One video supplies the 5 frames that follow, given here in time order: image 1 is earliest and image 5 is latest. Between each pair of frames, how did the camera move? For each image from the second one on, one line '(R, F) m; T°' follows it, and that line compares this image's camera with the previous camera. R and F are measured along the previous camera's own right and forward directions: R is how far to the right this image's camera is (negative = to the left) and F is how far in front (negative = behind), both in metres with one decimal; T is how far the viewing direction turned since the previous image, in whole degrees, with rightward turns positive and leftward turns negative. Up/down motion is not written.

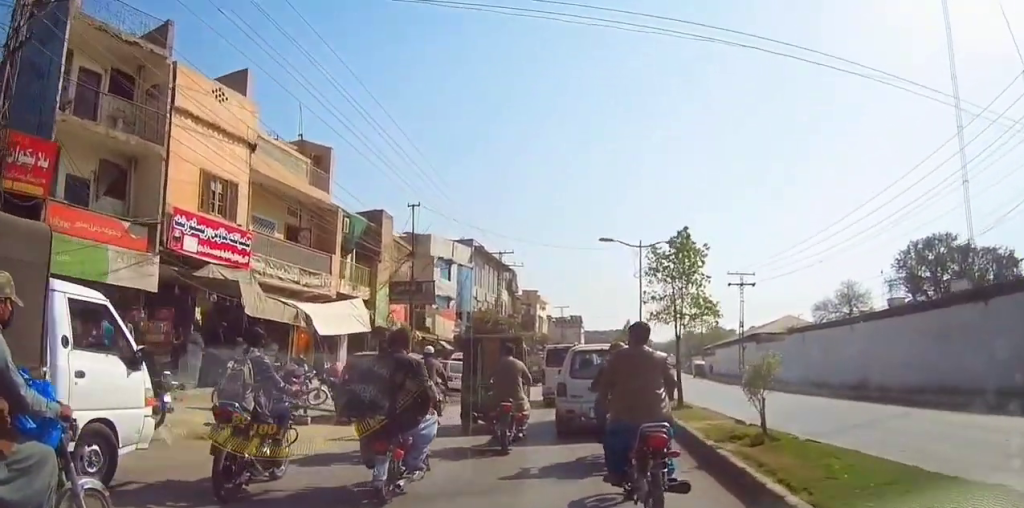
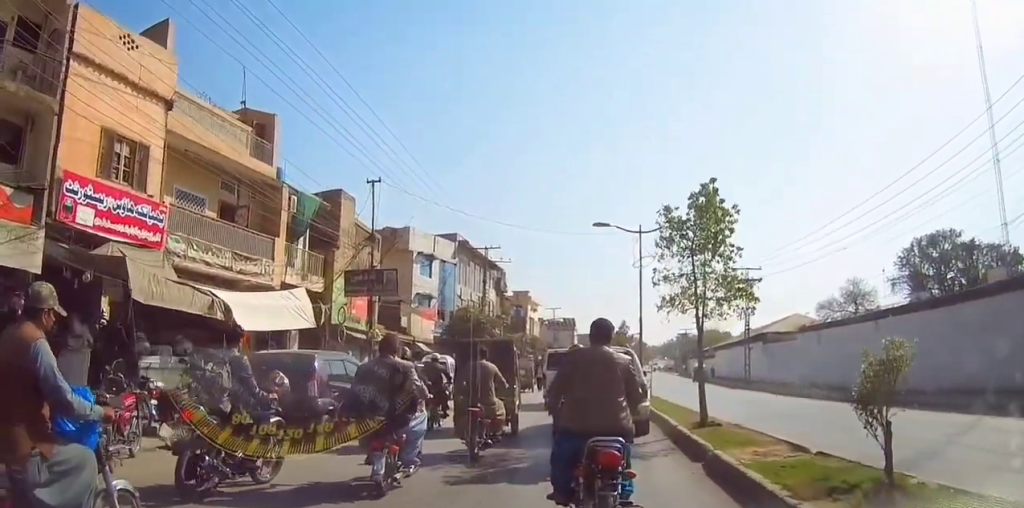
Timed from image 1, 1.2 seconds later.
(-0.1, +4.3) m; -2°
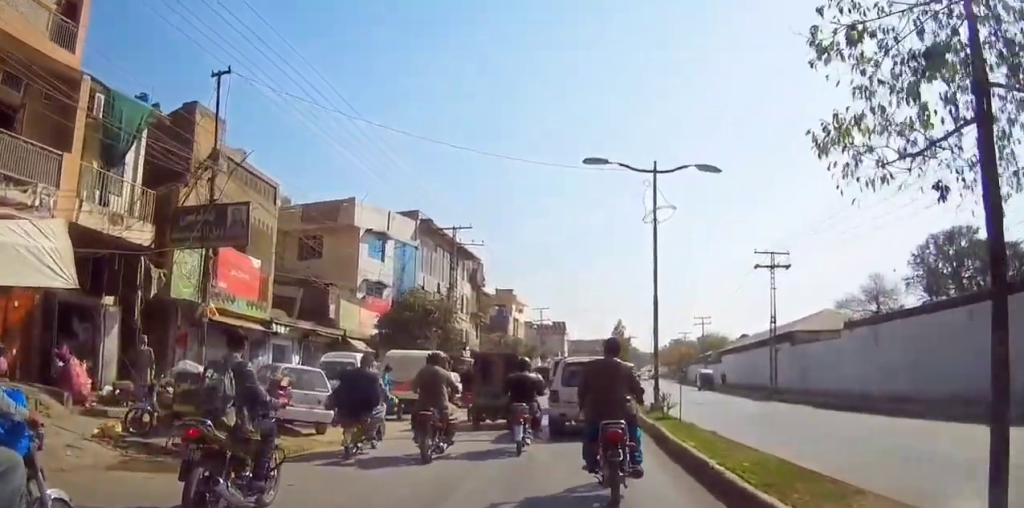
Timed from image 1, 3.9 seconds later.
(+0.8, +9.4) m; 0°
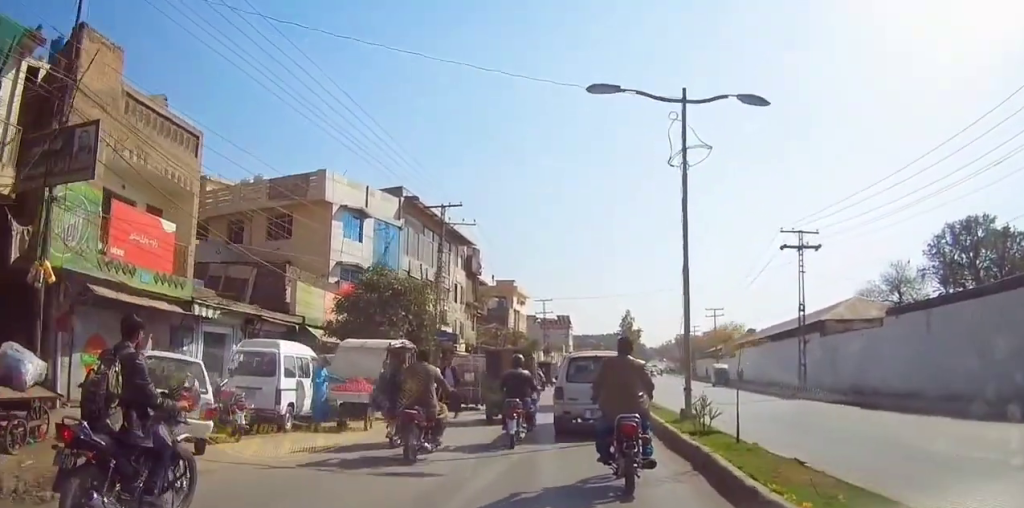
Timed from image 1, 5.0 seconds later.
(-0.4, +4.6) m; +1°
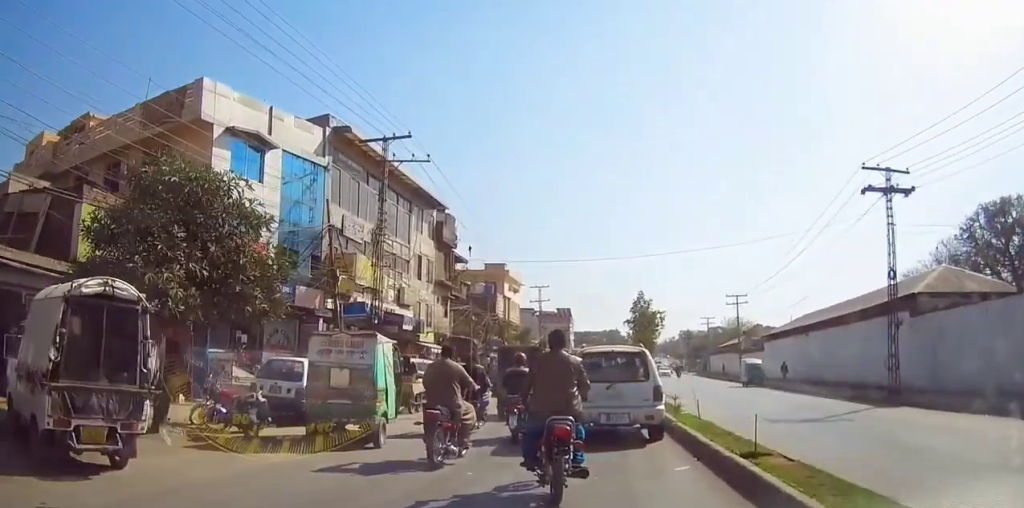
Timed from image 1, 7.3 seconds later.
(+0.4, +11.5) m; -1°
